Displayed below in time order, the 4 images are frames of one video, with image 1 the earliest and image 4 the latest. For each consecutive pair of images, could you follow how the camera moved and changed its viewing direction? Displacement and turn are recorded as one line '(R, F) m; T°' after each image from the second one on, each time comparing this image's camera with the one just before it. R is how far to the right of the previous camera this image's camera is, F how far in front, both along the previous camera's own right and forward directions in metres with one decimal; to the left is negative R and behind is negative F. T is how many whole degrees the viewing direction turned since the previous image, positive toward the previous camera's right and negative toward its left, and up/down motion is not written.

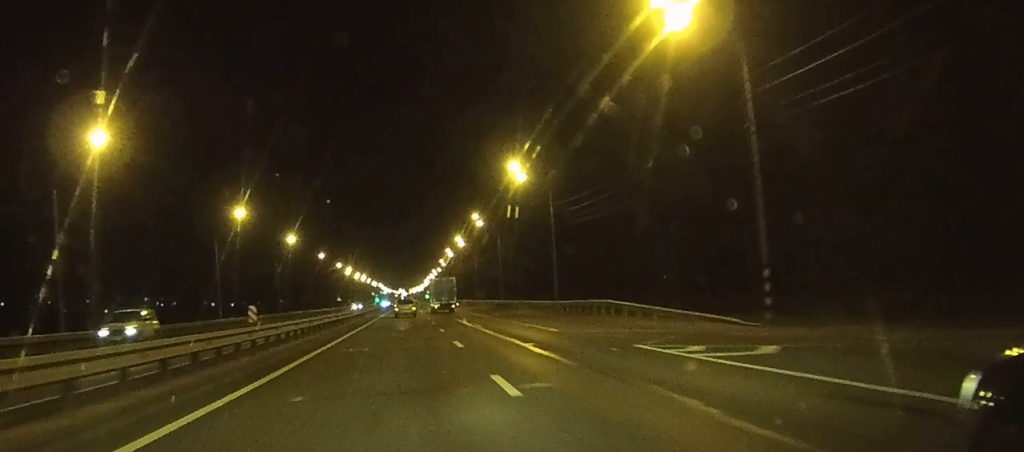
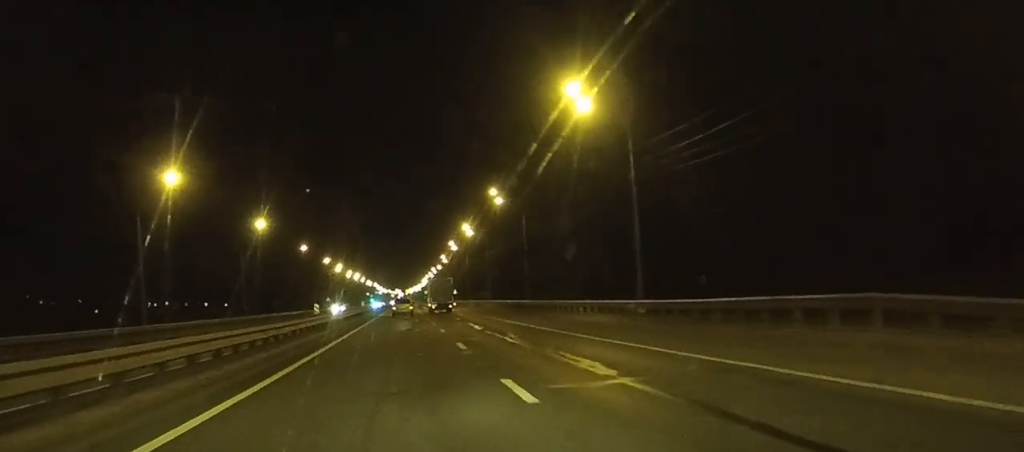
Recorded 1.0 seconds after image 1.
(+0.1, +24.4) m; 0°
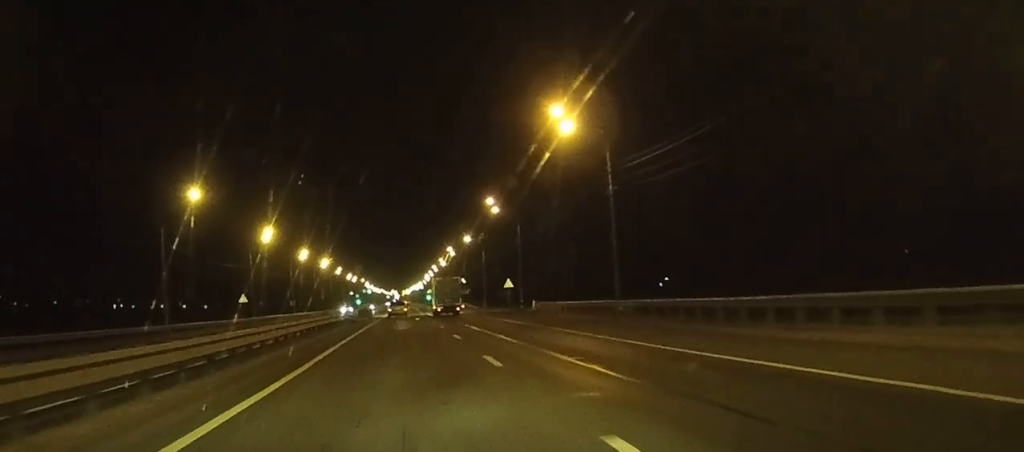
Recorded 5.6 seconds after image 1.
(+1.1, +113.5) m; +1°
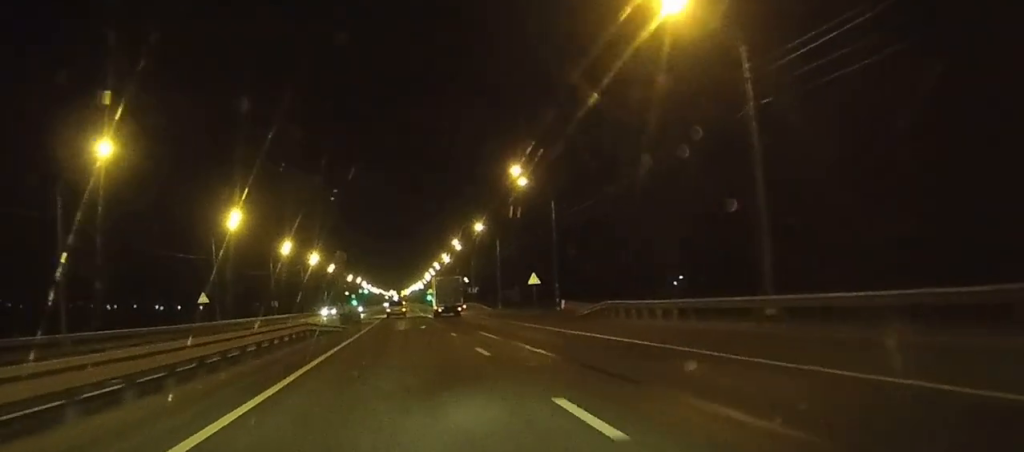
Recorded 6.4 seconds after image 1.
(0.0, +20.7) m; 0°
